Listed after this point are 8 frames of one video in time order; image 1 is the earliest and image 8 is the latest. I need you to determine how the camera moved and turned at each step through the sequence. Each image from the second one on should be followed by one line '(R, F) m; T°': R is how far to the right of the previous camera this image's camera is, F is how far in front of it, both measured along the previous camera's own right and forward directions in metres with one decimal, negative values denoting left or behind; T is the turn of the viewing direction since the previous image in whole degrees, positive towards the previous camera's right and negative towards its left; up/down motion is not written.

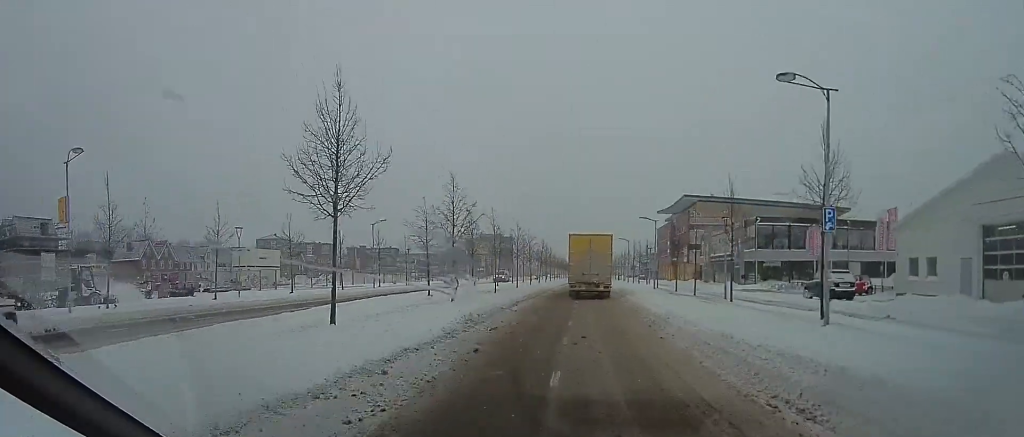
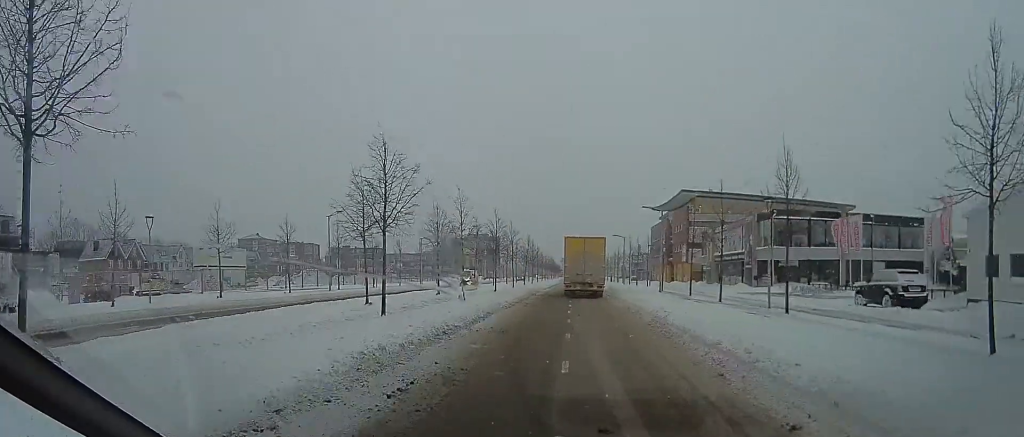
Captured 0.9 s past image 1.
(+0.2, +7.5) m; +5°
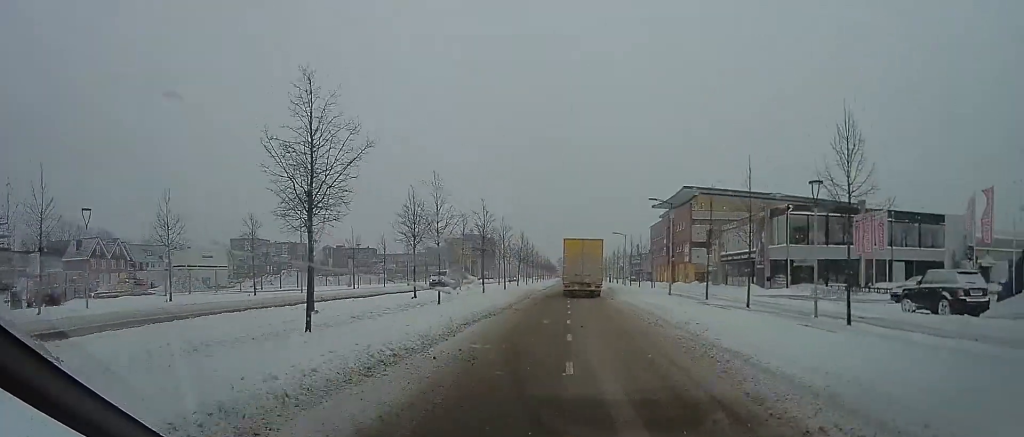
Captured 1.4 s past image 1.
(+0.3, +4.2) m; +3°
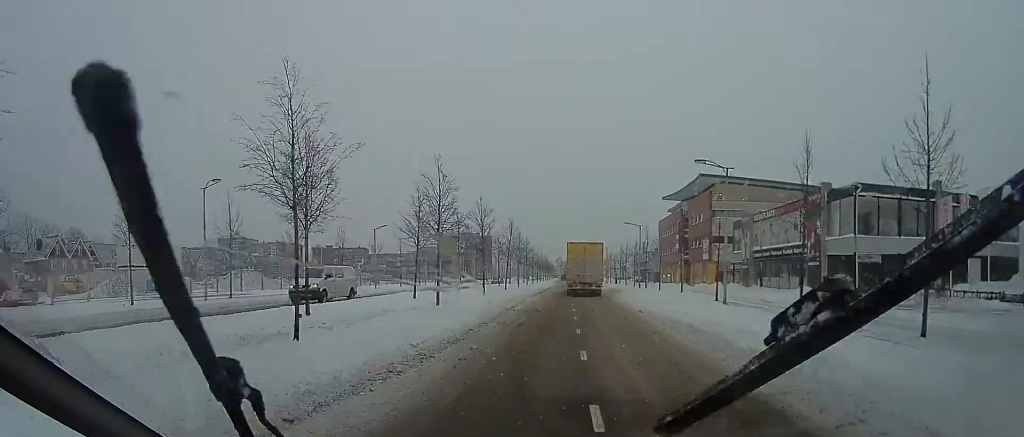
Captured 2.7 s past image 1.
(+0.2, +10.7) m; +1°
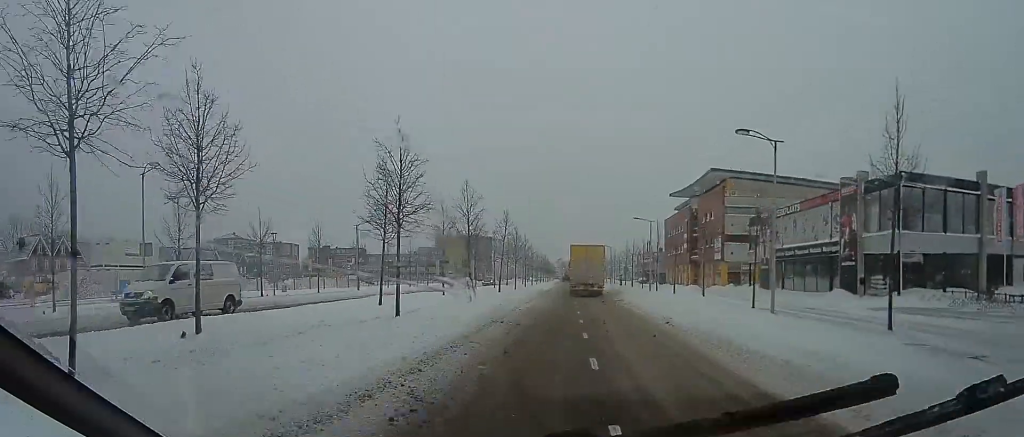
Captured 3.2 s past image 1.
(0.0, +4.8) m; 0°
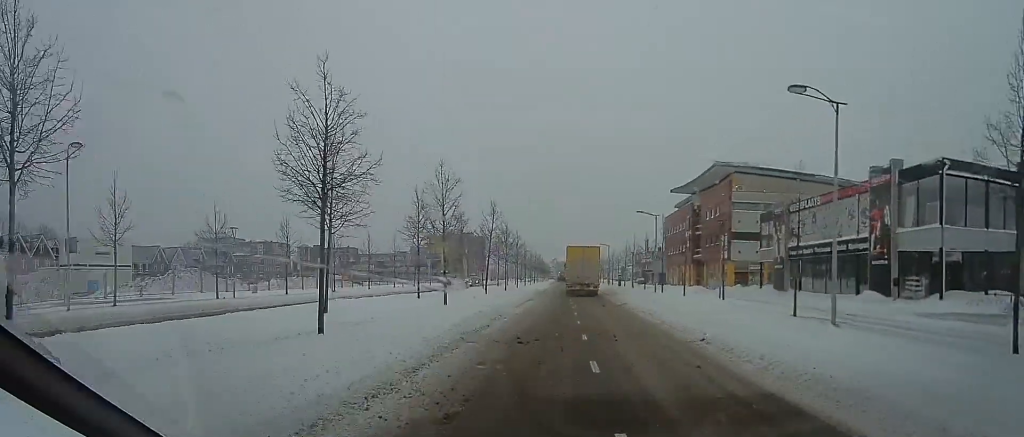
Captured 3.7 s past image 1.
(0.0, +4.3) m; 0°
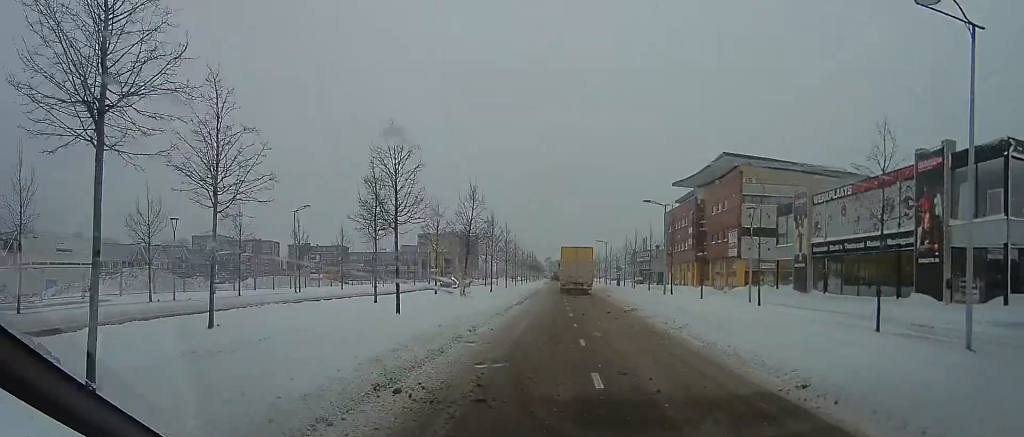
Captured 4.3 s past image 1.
(0.0, +5.3) m; 0°
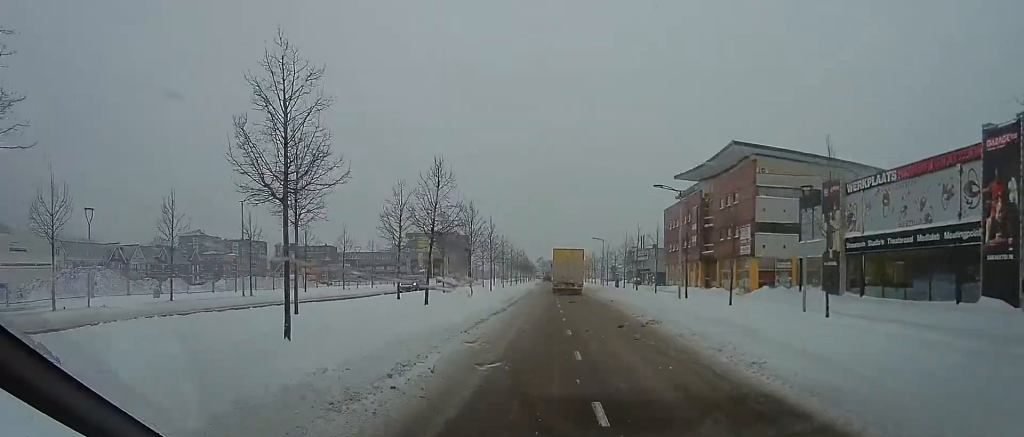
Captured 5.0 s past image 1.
(0.0, +5.9) m; 0°
